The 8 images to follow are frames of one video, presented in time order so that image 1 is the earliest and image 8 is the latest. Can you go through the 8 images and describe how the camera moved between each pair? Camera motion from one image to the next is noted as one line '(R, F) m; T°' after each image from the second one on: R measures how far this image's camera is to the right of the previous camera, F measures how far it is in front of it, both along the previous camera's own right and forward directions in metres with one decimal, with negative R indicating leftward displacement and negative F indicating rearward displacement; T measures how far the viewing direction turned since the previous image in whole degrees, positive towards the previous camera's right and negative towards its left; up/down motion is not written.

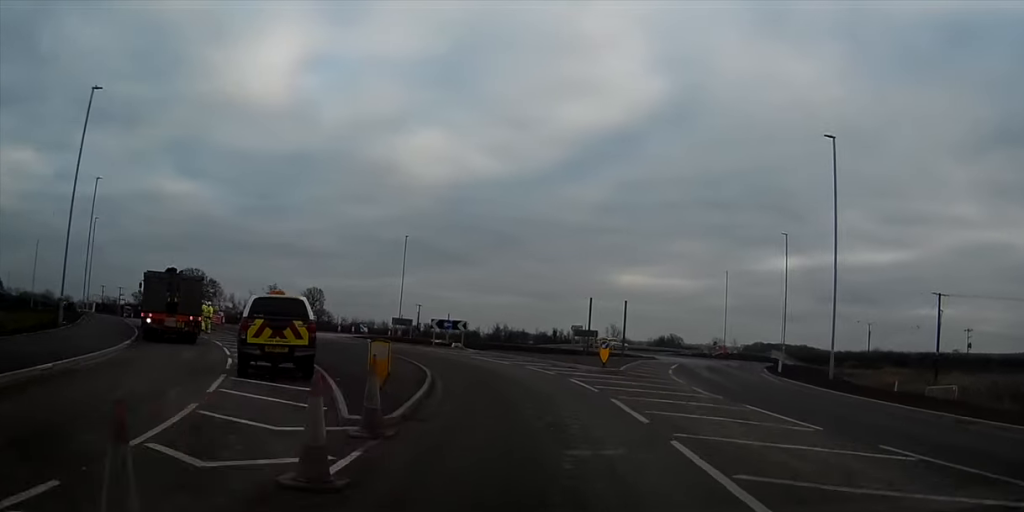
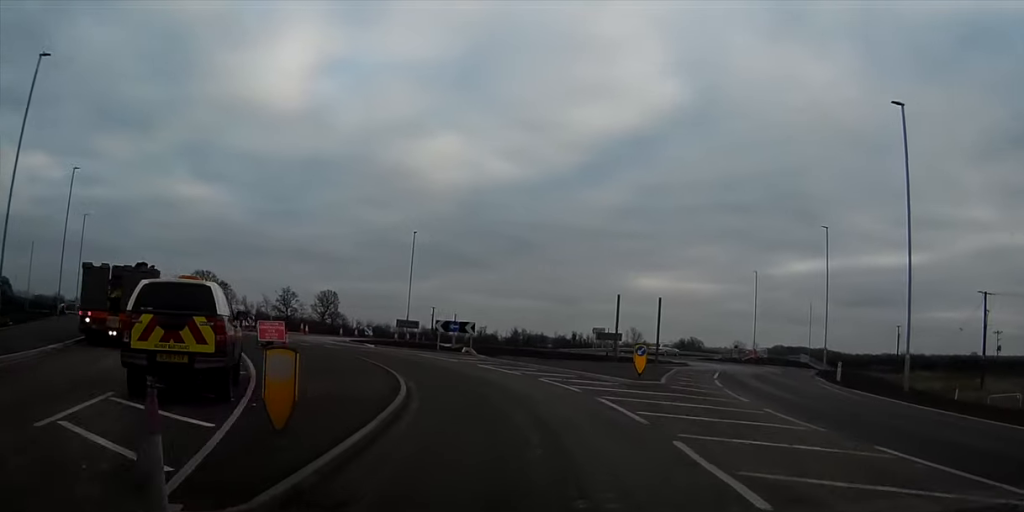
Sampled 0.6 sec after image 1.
(-0.1, +6.4) m; -2°
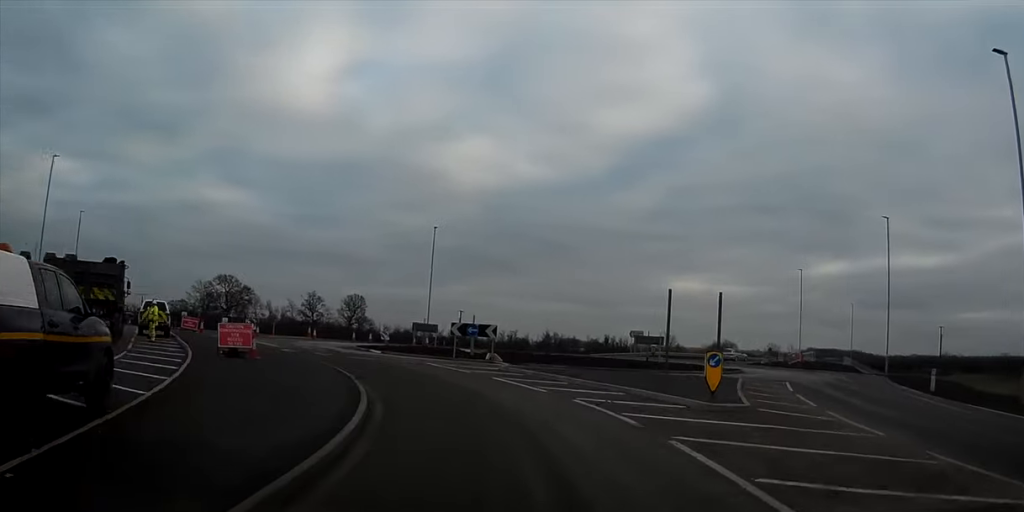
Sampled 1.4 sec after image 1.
(-0.2, +5.7) m; -3°
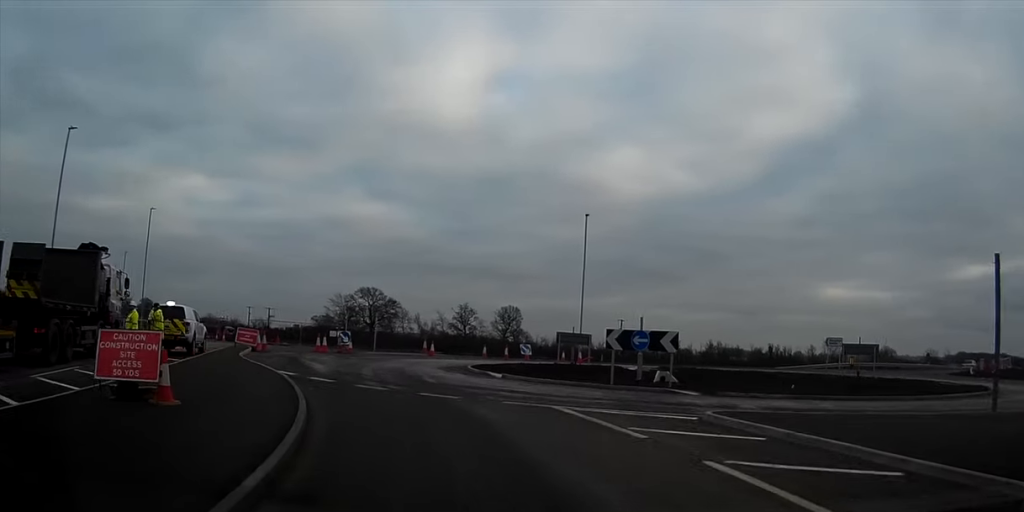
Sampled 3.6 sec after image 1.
(-1.2, +13.4) m; -13°
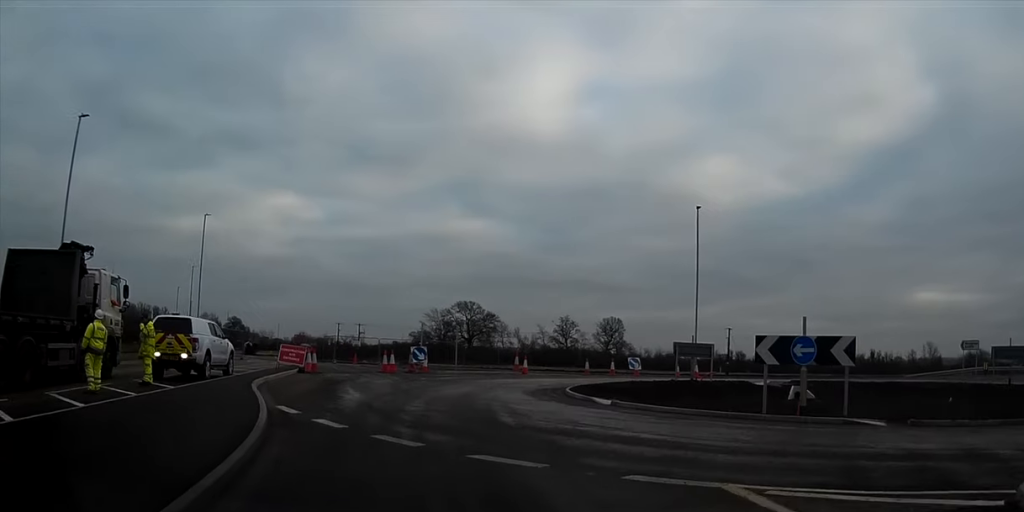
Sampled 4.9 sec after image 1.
(-0.6, +7.0) m; -10°
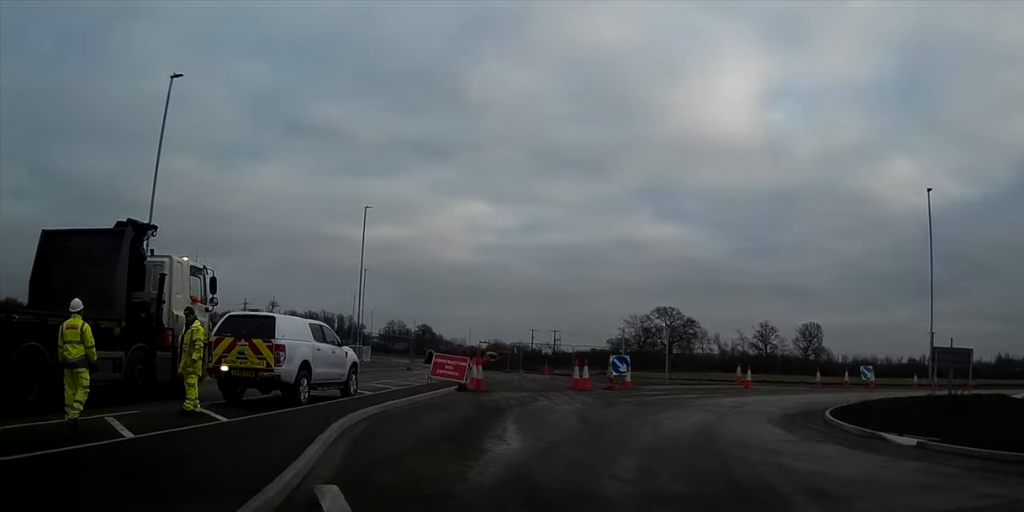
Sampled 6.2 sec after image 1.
(-0.7, +7.5) m; -8°
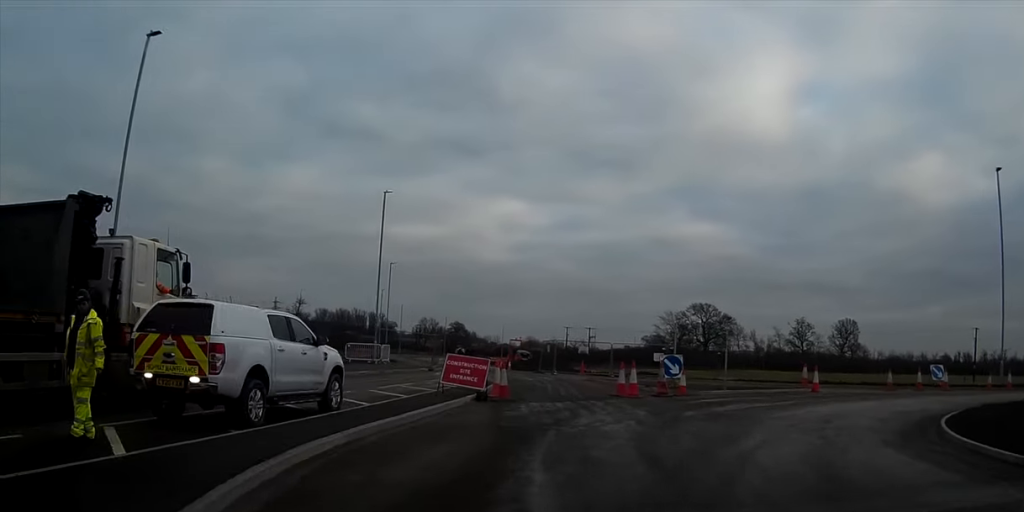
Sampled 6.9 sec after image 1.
(-0.3, +4.6) m; -1°
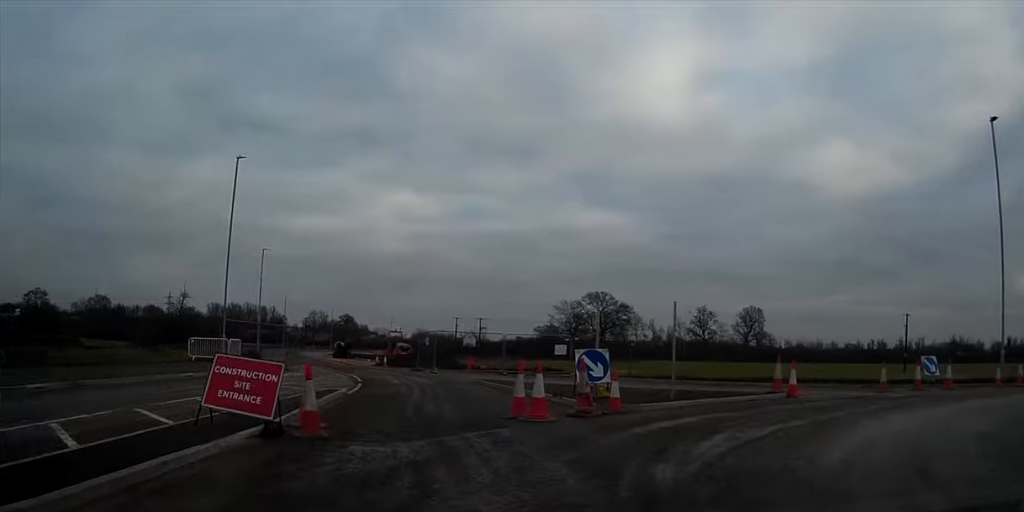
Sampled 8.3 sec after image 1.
(+0.5, +8.1) m; +11°
